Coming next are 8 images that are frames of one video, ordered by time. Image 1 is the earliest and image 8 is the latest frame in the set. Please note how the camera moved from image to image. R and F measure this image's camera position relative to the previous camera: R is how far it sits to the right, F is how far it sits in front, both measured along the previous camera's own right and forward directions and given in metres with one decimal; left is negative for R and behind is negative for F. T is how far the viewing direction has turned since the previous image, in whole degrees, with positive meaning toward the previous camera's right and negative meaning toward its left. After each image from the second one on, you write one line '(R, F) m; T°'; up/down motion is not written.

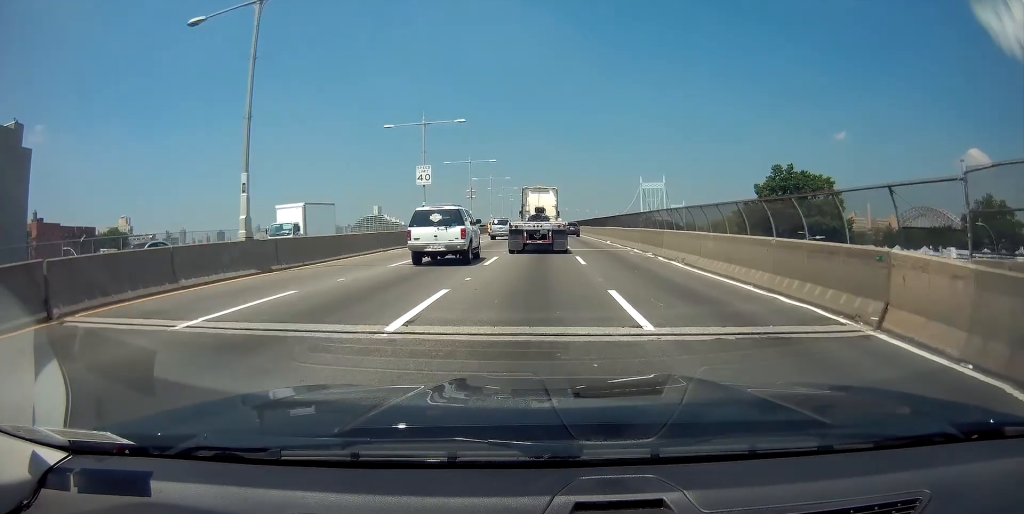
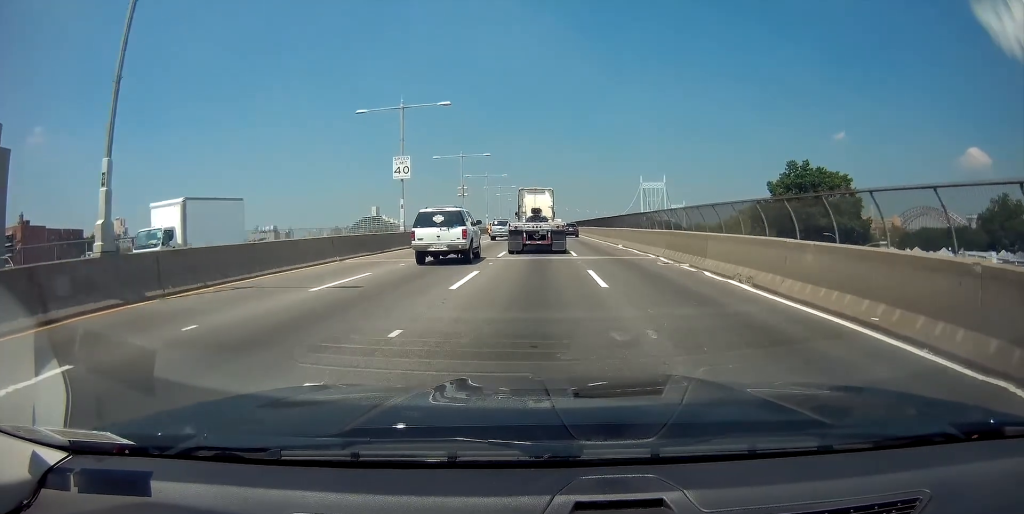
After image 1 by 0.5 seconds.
(+0.1, +6.8) m; 0°
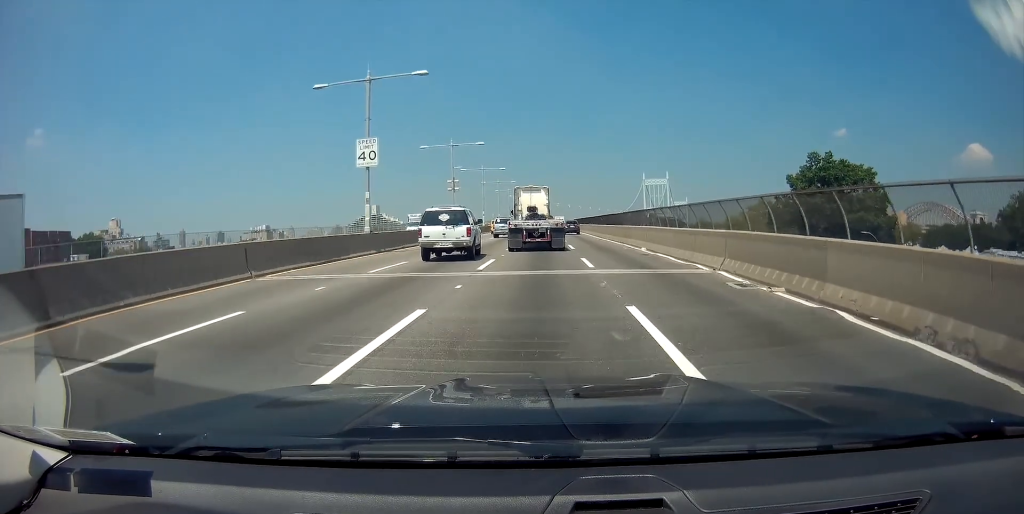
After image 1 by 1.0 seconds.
(-0.1, +7.9) m; -1°
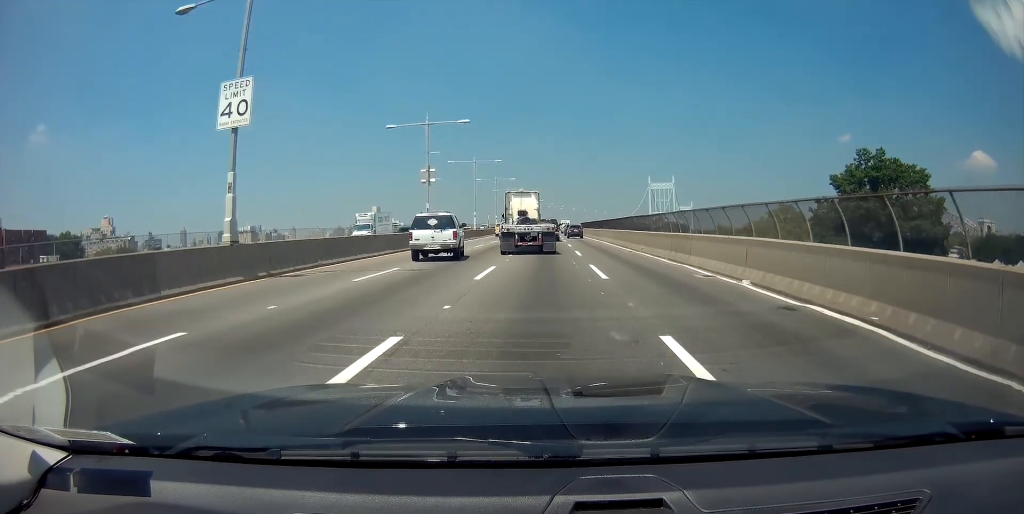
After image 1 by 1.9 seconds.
(-0.1, +13.8) m; 0°
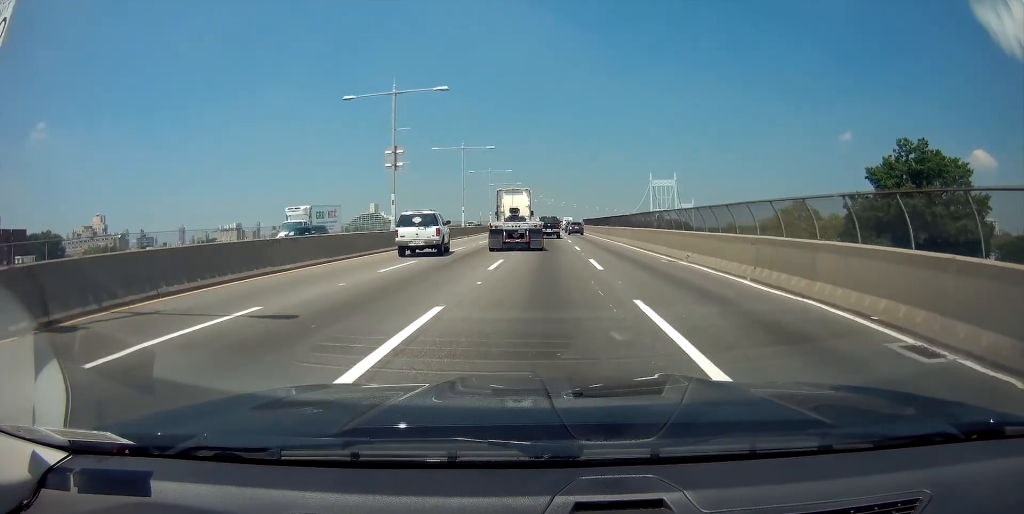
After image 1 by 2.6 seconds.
(-0.1, +9.5) m; +1°
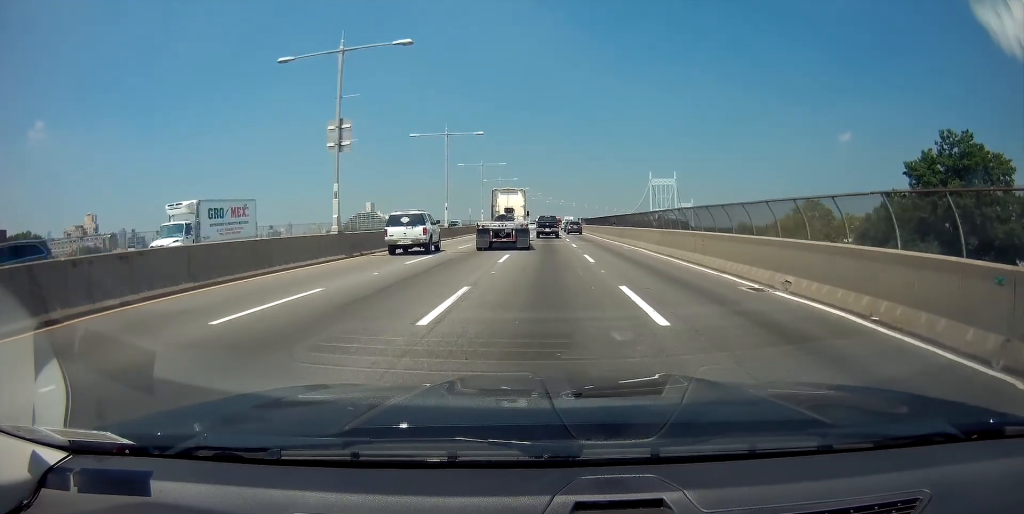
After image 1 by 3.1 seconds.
(+0.2, +8.9) m; 0°
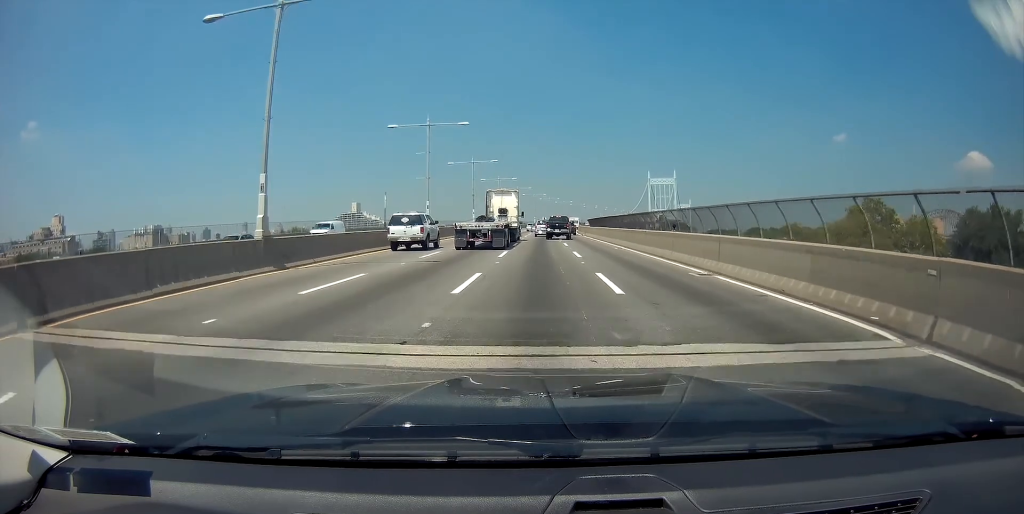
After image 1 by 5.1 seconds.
(-0.1, +32.8) m; -1°
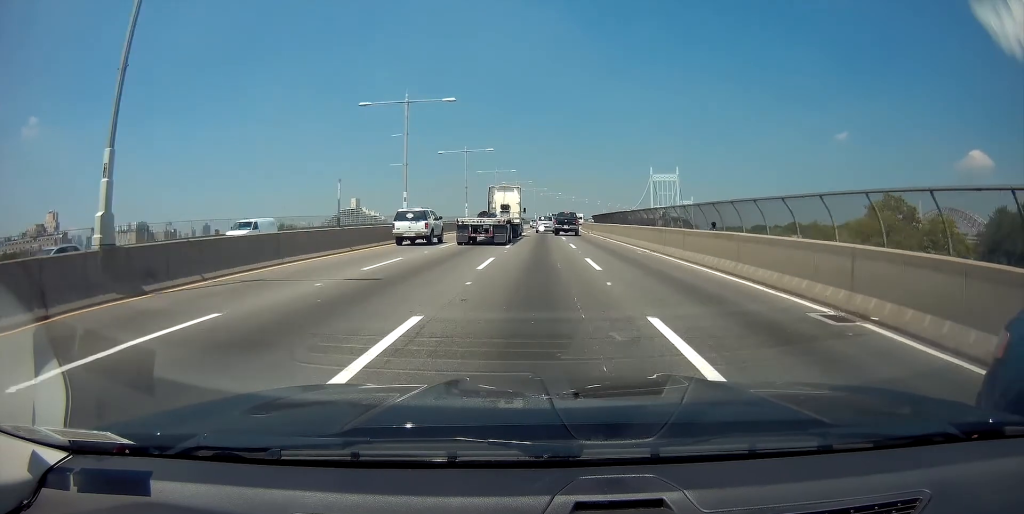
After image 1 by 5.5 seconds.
(+0.1, +7.7) m; 0°
